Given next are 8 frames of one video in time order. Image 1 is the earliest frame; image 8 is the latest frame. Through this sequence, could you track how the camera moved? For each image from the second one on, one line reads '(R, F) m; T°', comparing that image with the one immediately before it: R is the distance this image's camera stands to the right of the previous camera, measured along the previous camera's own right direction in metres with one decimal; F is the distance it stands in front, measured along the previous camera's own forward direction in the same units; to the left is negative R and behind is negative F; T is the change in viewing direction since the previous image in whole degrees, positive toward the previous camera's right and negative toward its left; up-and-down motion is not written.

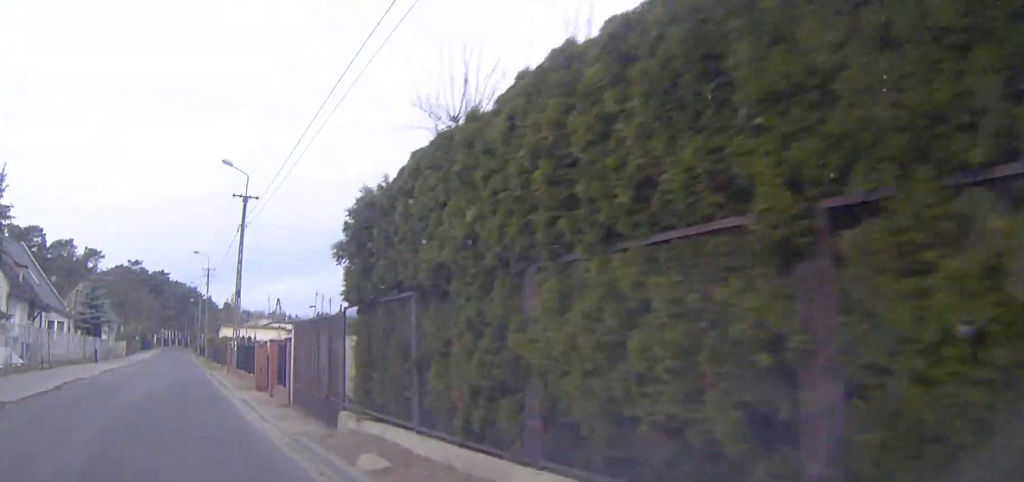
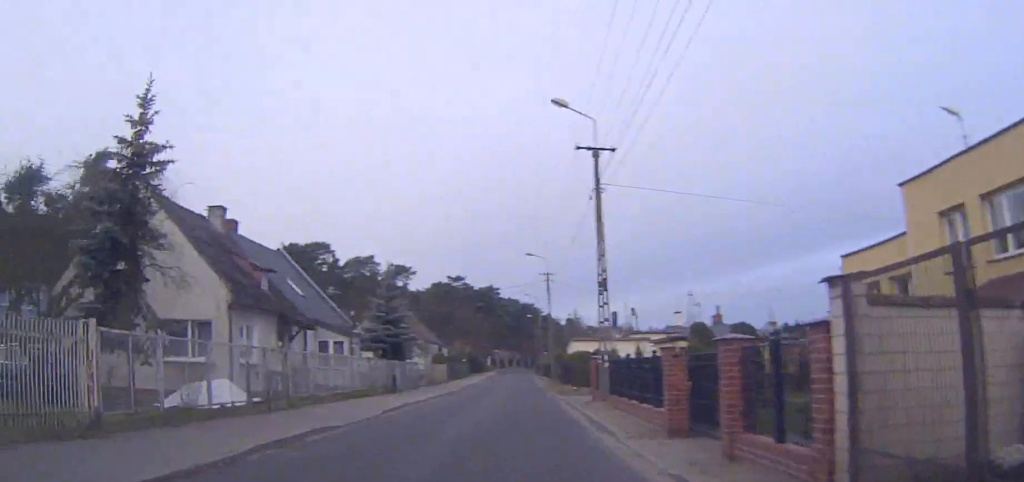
(0.0, +10.4) m; 0°
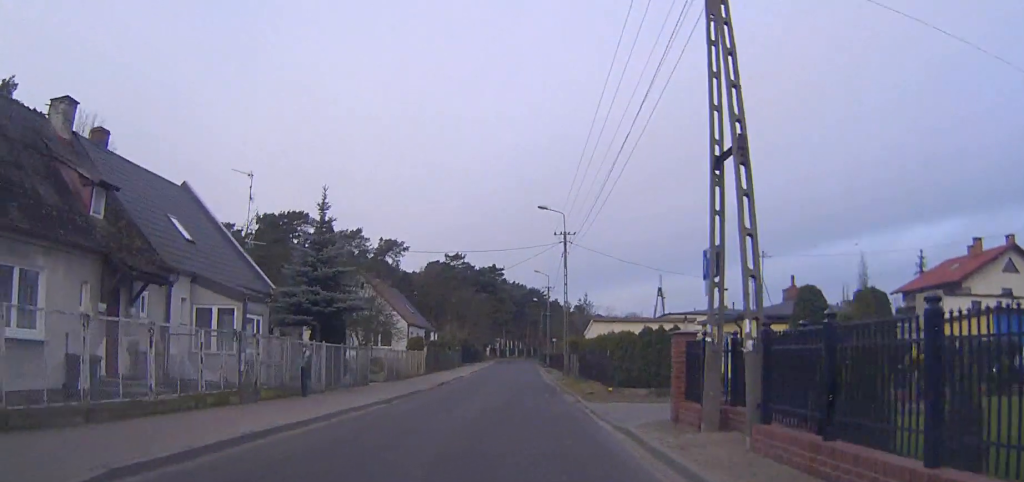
(-0.2, +14.2) m; -1°
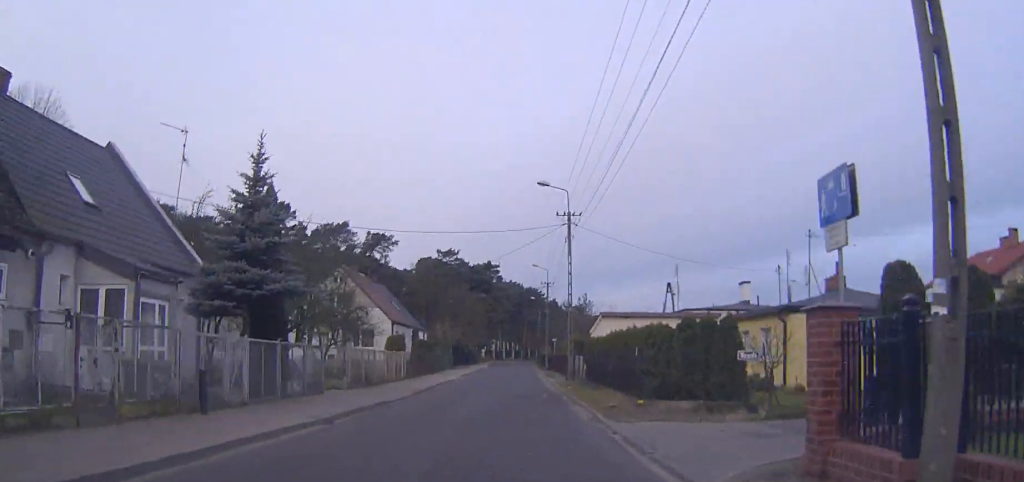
(0.0, +6.3) m; 0°
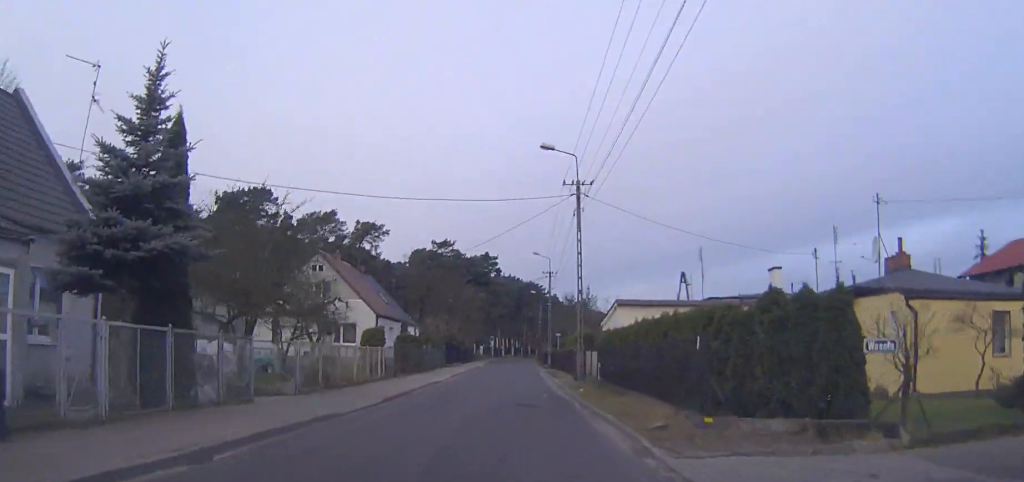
(0.0, +6.0) m; 0°
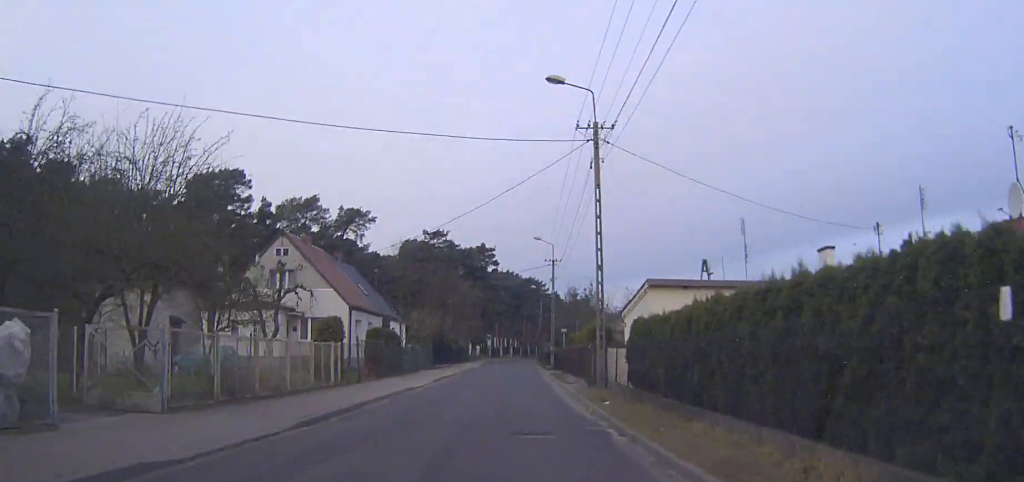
(-0.1, +7.7) m; 0°
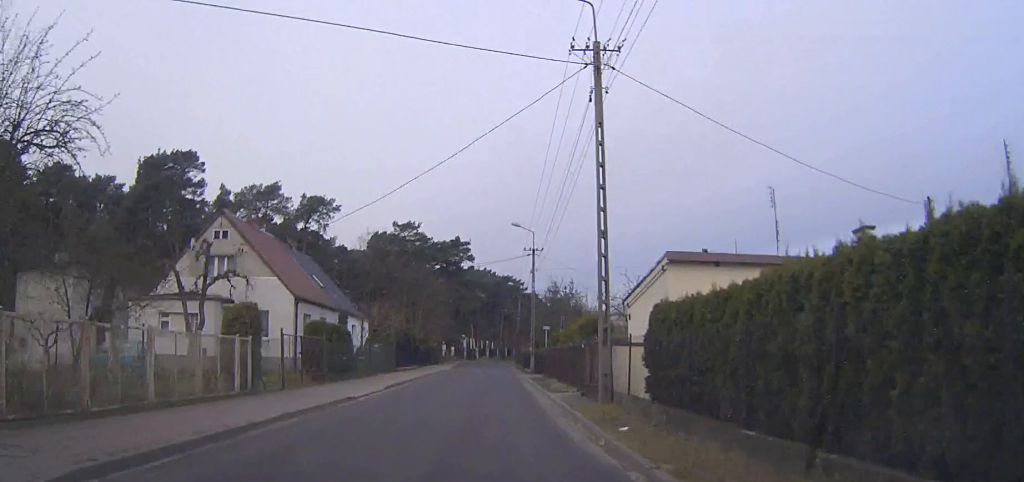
(+0.1, +6.5) m; +1°
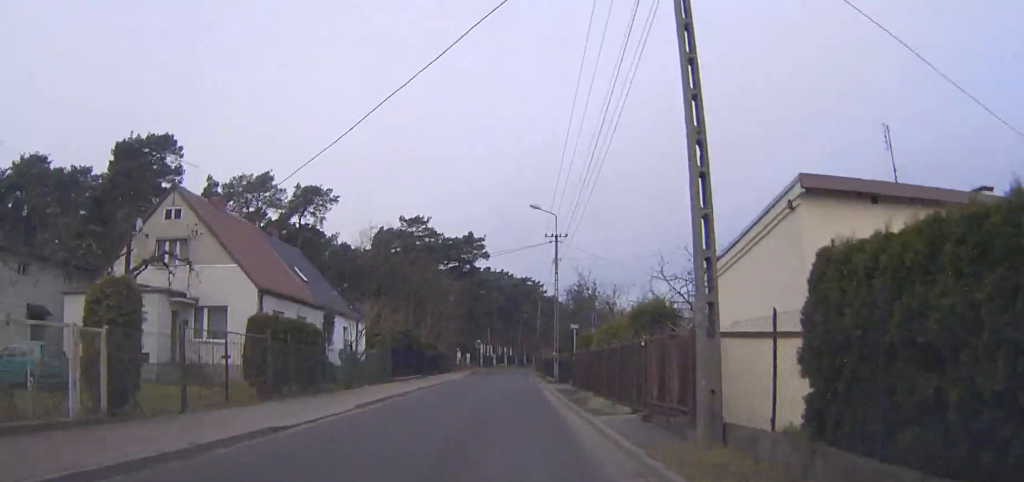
(+0.1, +7.6) m; 0°
